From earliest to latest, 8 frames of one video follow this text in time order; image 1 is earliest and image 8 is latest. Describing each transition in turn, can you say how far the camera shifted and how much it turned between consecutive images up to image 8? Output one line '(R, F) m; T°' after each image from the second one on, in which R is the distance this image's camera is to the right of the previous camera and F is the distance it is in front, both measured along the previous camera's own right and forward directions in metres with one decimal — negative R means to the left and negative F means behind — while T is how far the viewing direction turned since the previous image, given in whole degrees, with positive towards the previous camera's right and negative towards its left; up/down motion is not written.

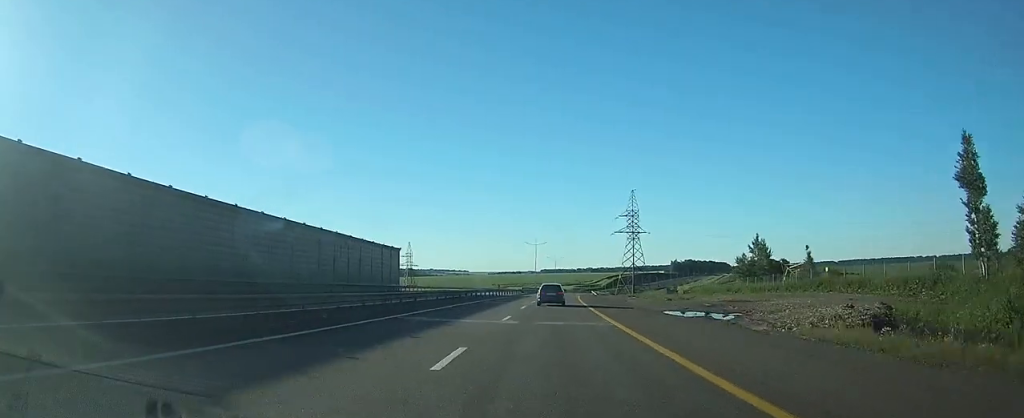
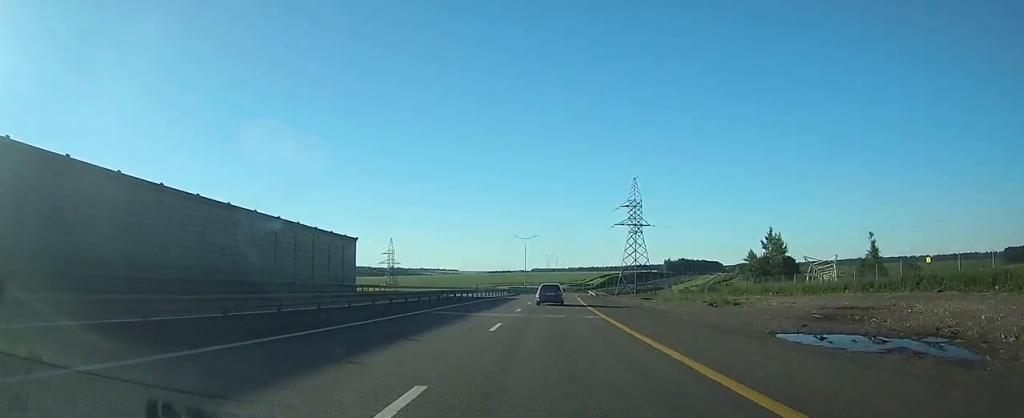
(+0.1, +16.3) m; +1°
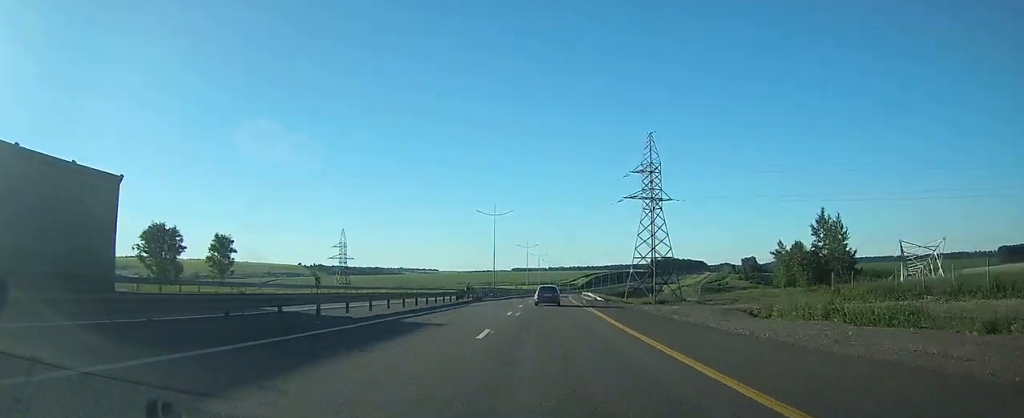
(+0.4, +37.9) m; +2°
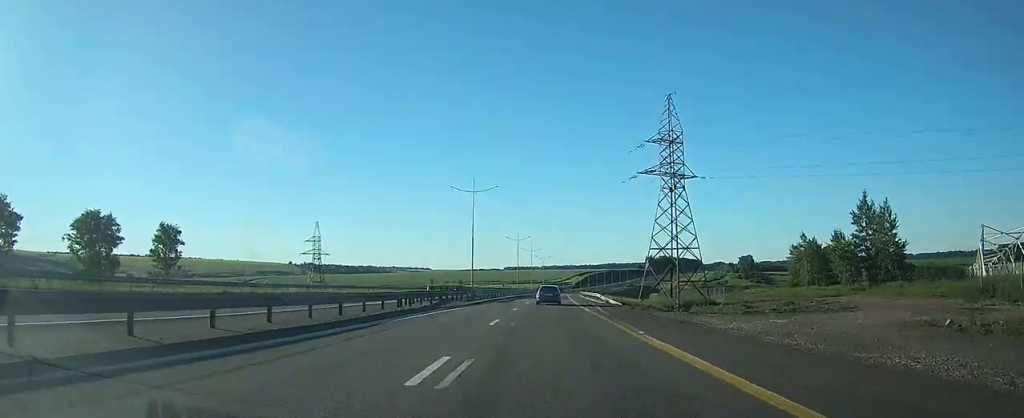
(+0.1, +18.2) m; +1°
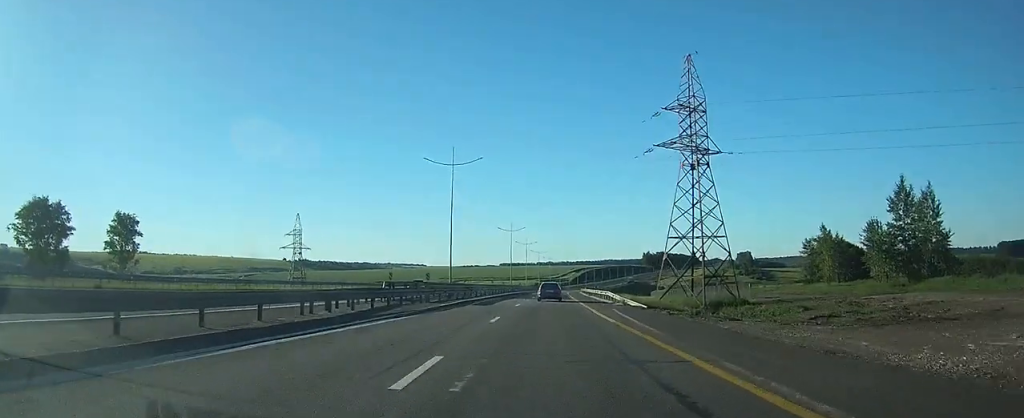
(+0.1, +12.2) m; +1°
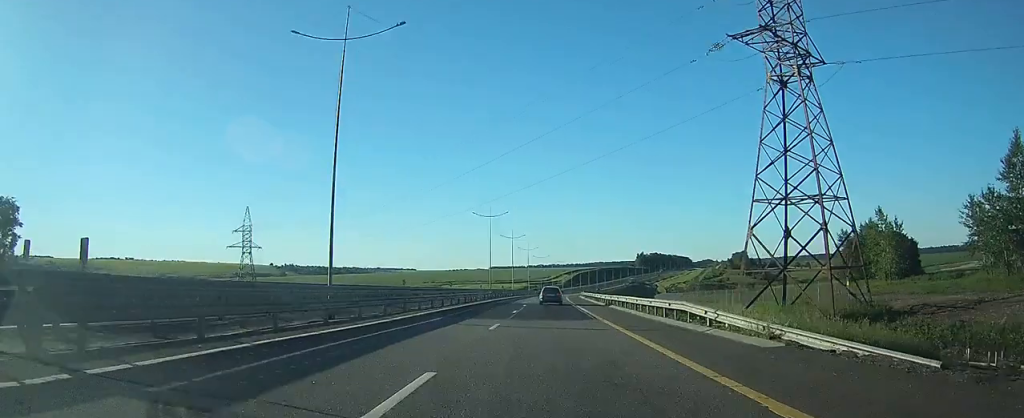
(+0.3, +26.3) m; +1°
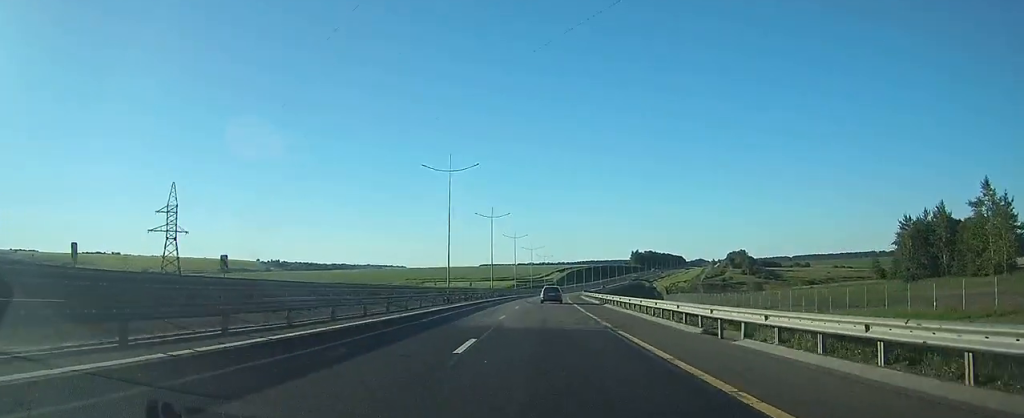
(+0.4, +30.2) m; +1°
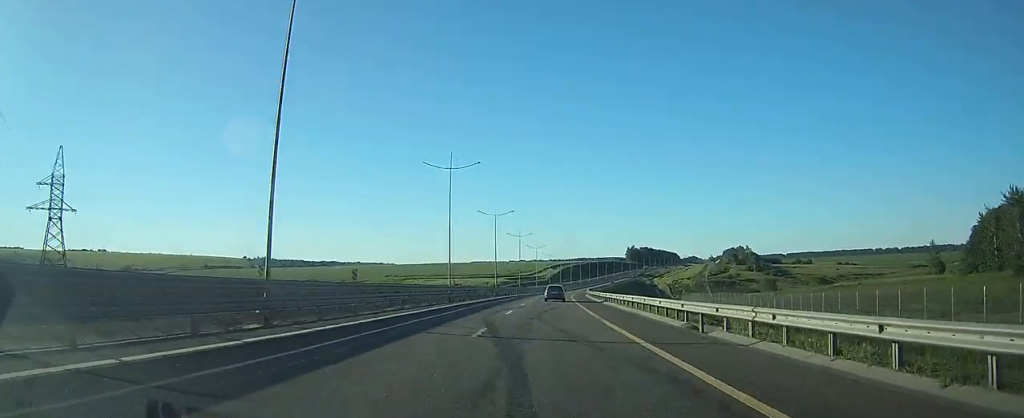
(+0.2, +32.5) m; +1°
